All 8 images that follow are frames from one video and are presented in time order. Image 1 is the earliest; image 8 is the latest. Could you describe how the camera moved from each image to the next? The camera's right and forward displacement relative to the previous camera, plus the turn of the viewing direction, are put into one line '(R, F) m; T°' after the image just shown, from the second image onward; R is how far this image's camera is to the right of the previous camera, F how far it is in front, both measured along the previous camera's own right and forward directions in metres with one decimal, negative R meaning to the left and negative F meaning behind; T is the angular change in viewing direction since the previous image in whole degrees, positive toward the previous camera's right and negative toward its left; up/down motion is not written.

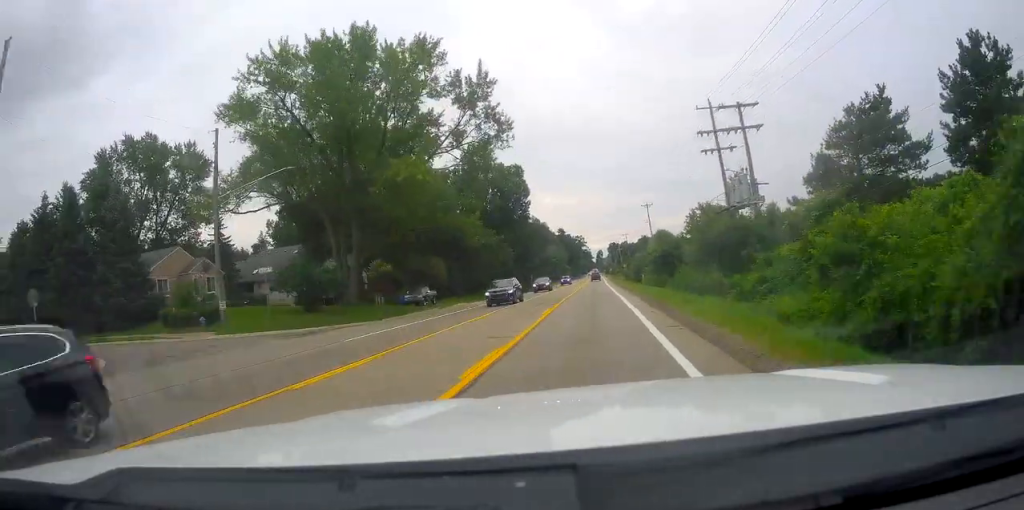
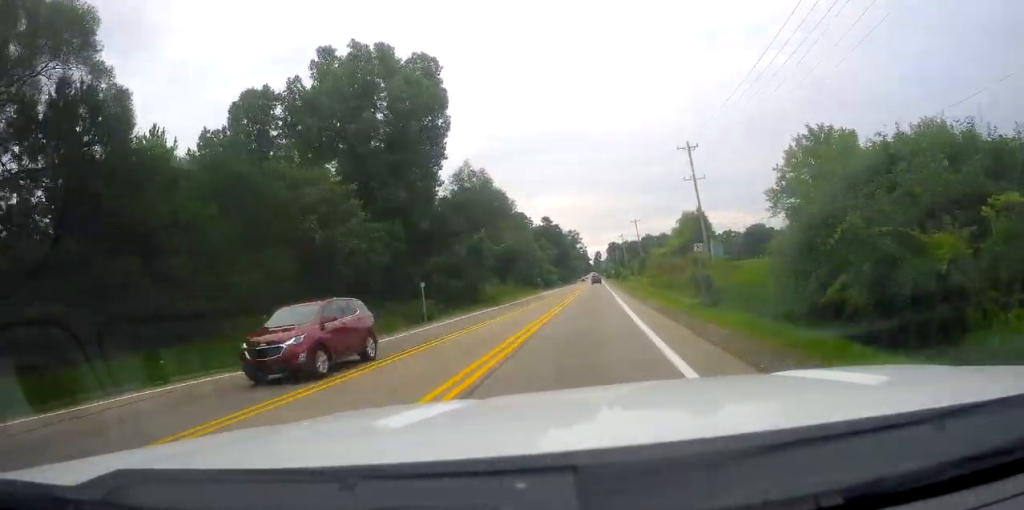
(-0.5, +58.6) m; 0°
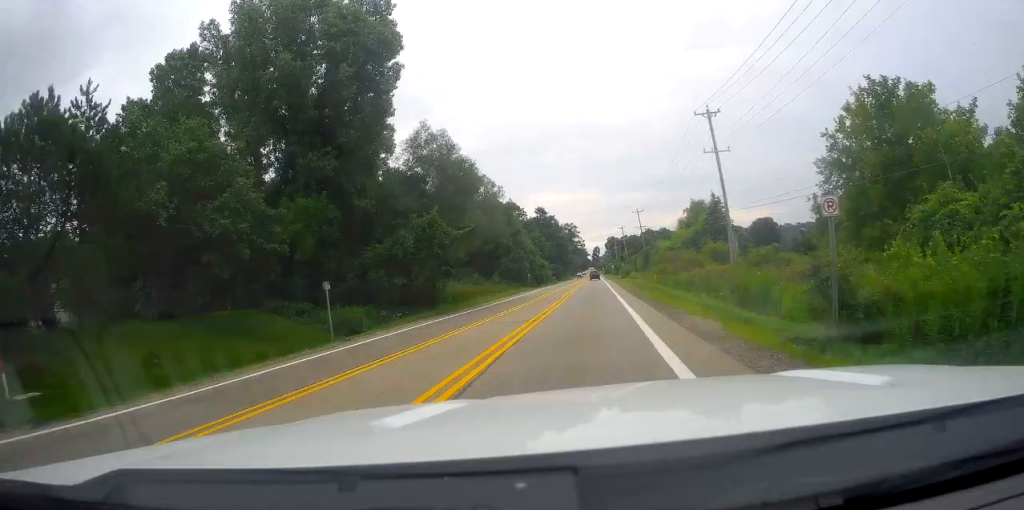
(+0.1, +12.9) m; 0°
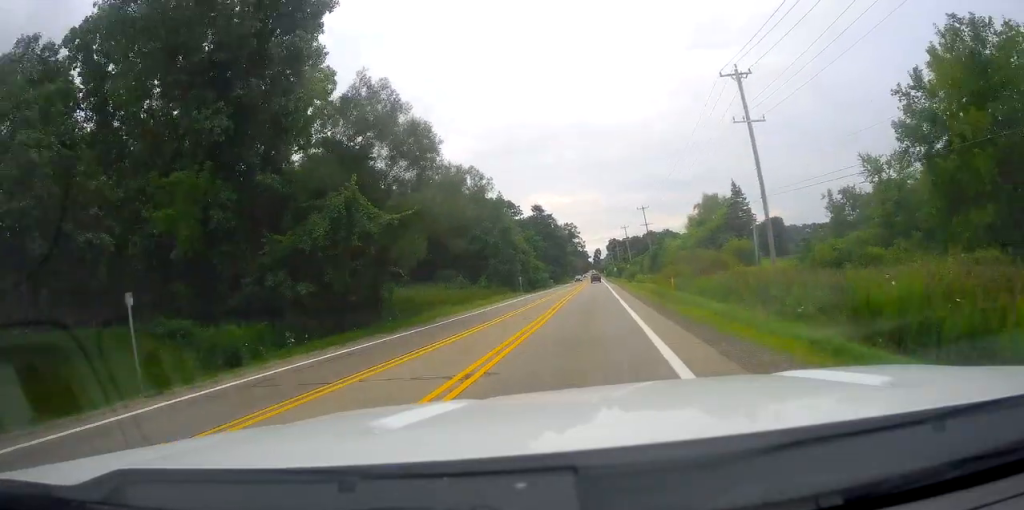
(+0.3, +11.4) m; 0°
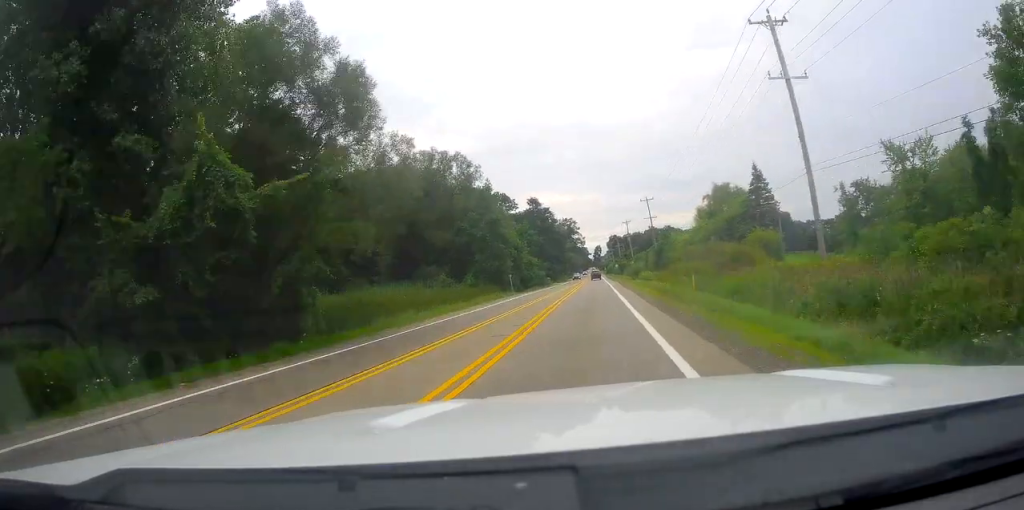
(0.0, +9.1) m; 0°
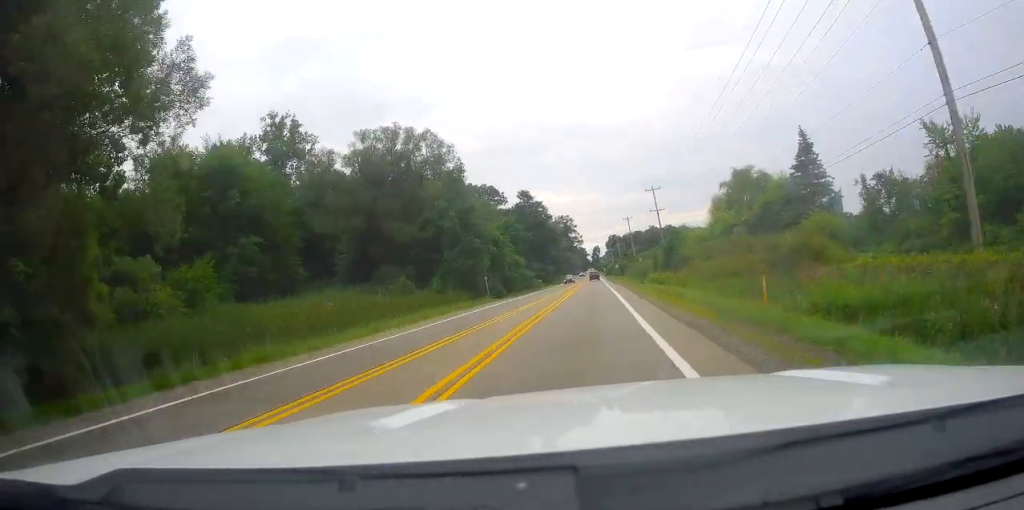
(-0.3, +14.4) m; 0°
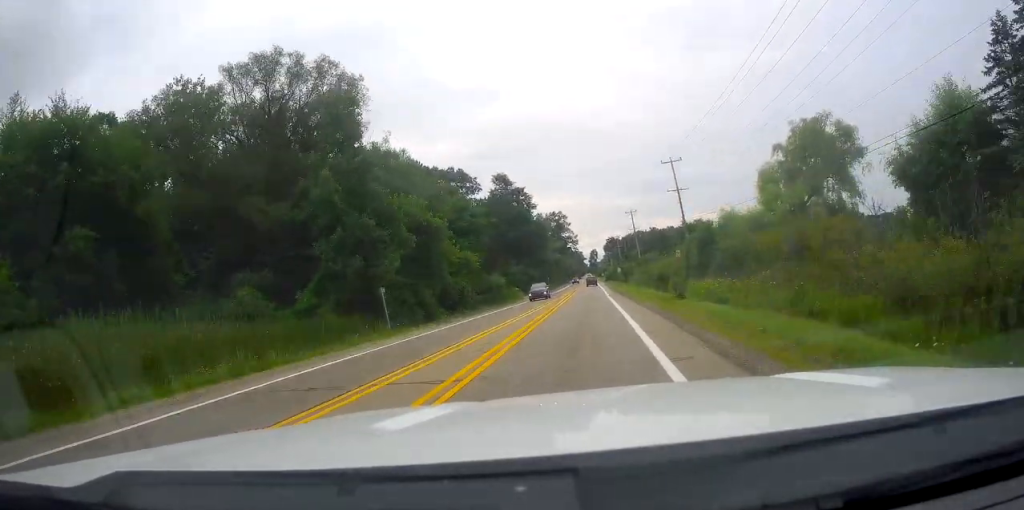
(+0.4, +26.6) m; +1°
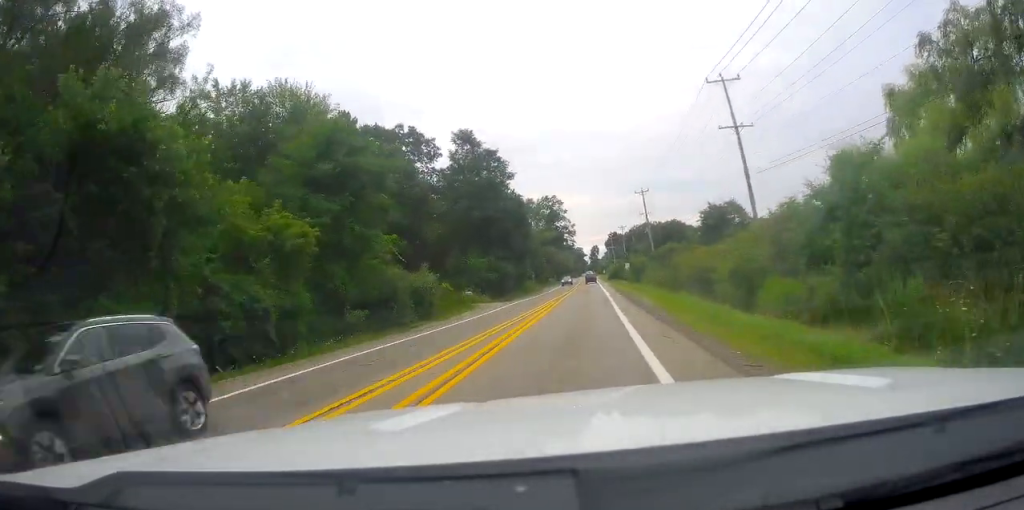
(-0.4, +27.9) m; -2°
